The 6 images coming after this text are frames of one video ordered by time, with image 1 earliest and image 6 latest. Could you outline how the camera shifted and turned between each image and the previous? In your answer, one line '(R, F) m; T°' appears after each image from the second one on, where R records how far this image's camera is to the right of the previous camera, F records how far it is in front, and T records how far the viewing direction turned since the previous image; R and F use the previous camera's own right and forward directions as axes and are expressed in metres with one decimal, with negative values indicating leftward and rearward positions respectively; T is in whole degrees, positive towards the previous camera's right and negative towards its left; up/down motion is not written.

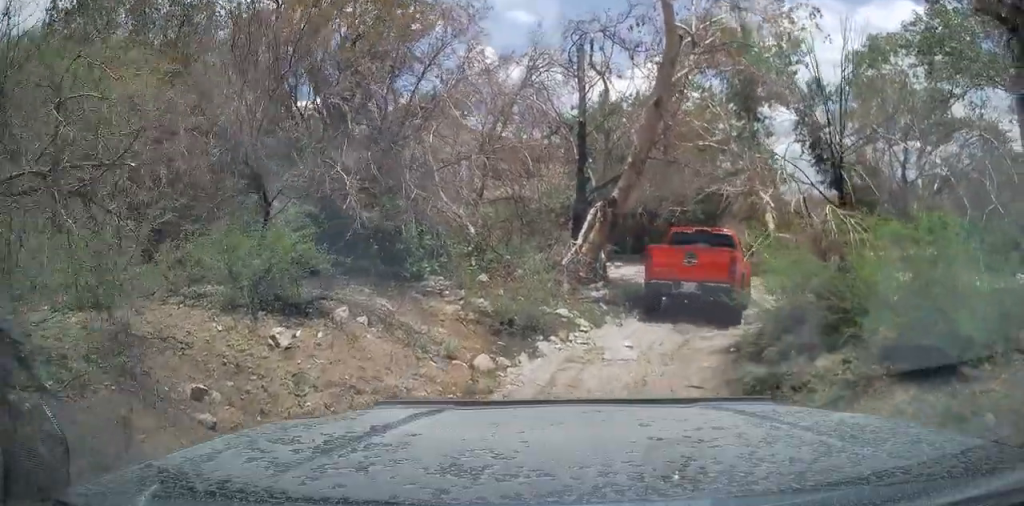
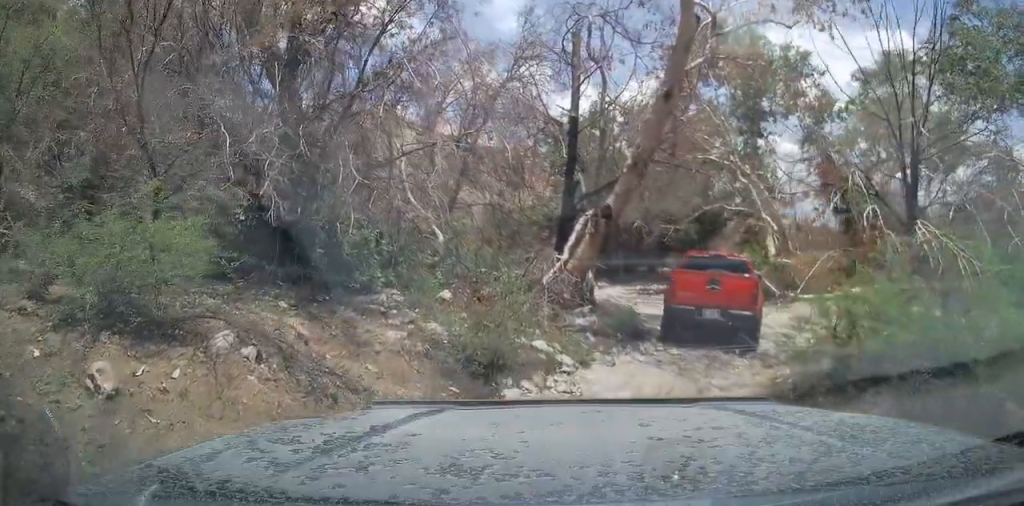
(+0.1, +2.5) m; 0°
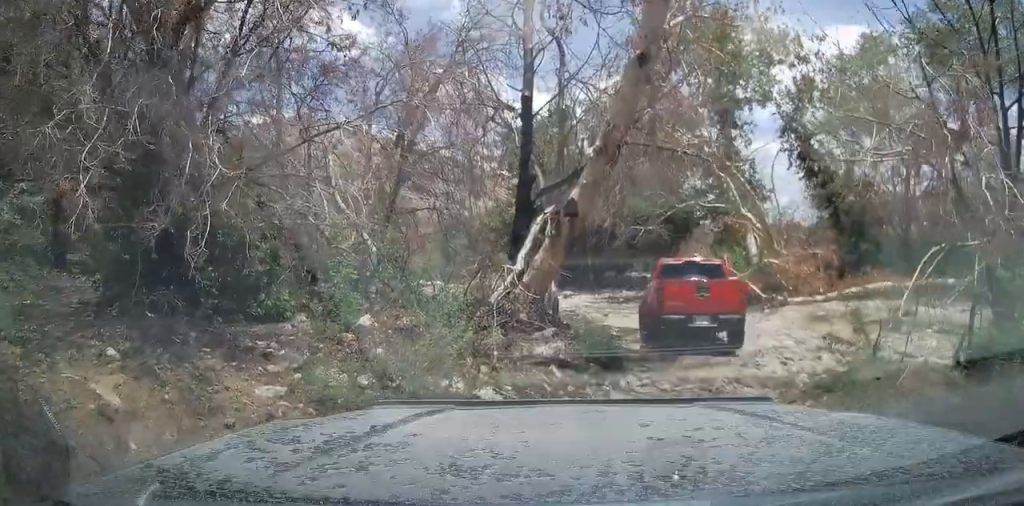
(+0.3, +2.2) m; +13°
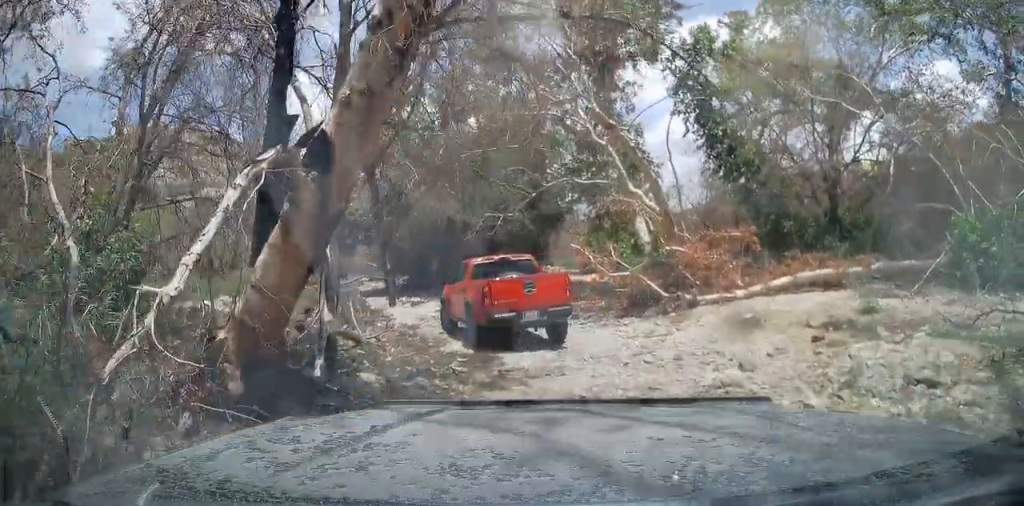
(+0.2, +4.9) m; +14°
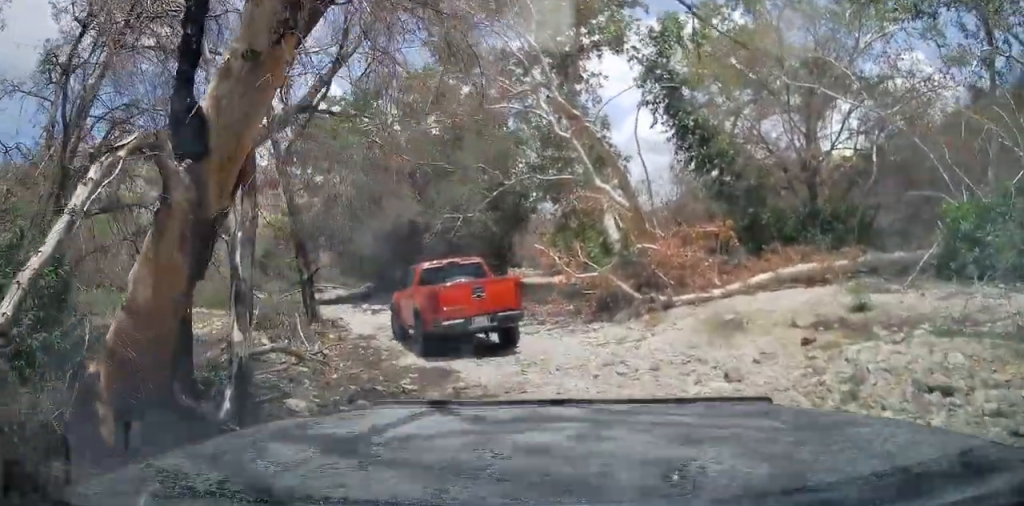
(+0.2, +1.1) m; +3°
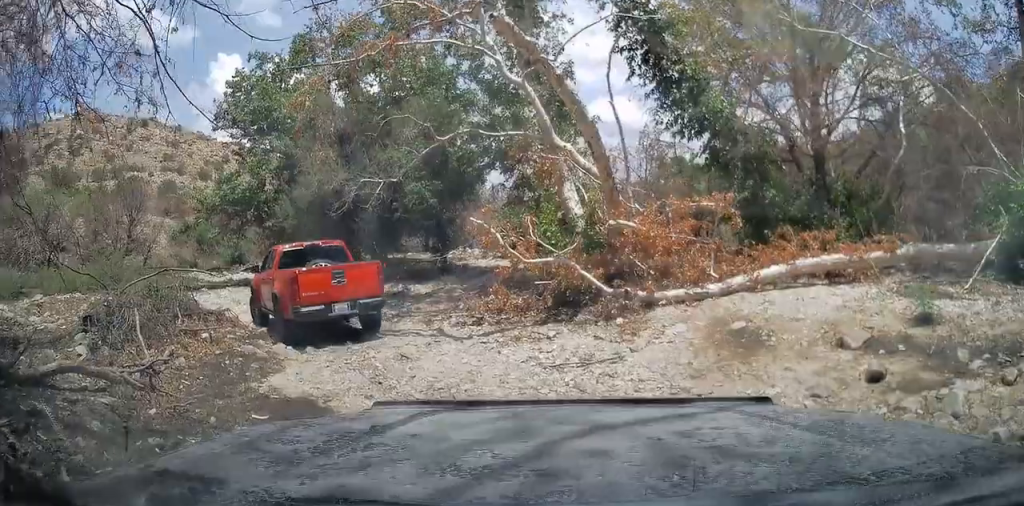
(-0.3, +3.9) m; -5°
